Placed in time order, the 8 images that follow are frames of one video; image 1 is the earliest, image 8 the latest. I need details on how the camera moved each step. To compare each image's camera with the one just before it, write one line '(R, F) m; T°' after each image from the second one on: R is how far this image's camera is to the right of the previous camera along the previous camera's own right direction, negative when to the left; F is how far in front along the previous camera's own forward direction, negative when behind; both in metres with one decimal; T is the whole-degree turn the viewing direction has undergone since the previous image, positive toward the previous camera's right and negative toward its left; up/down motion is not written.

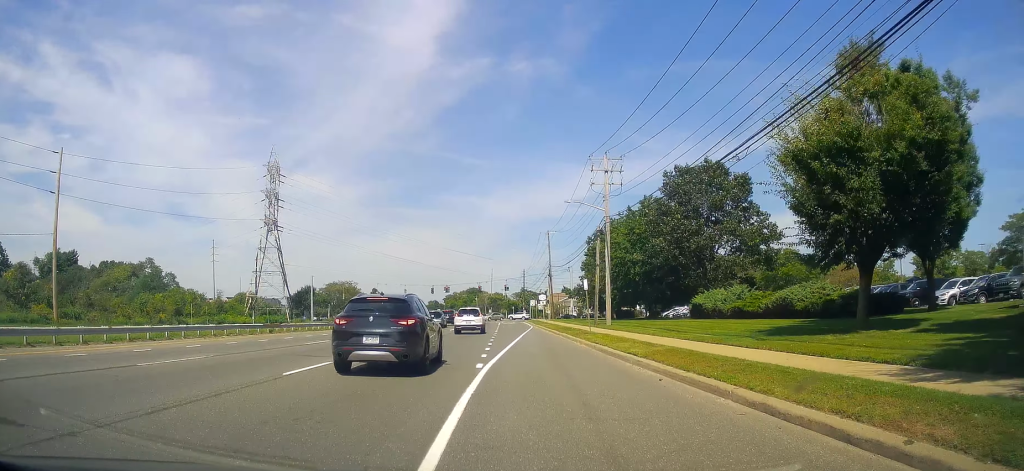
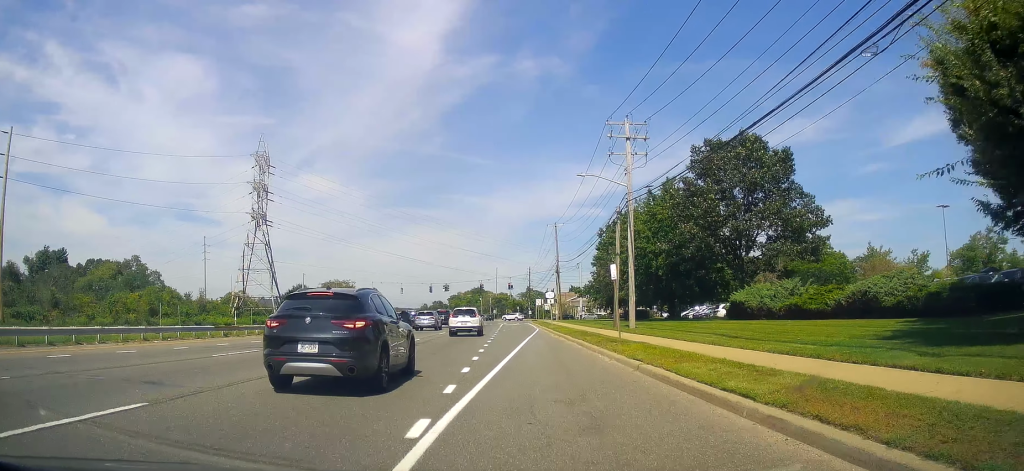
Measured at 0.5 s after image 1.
(+0.1, +7.8) m; 0°
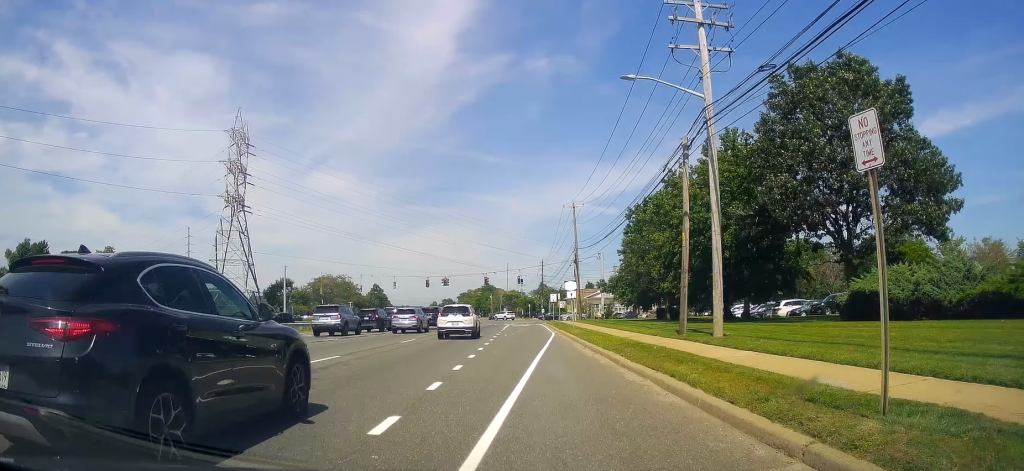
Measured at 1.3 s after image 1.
(-0.3, +14.1) m; -1°
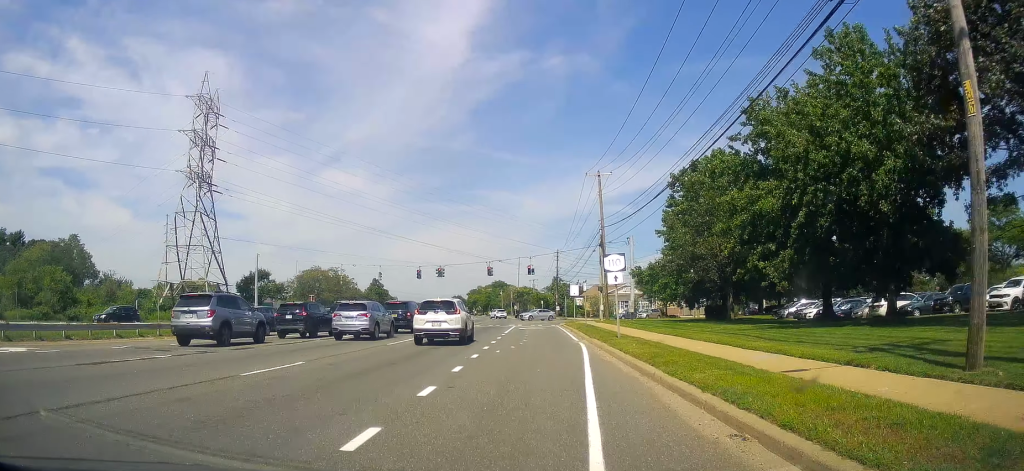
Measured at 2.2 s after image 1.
(0.0, +15.5) m; 0°
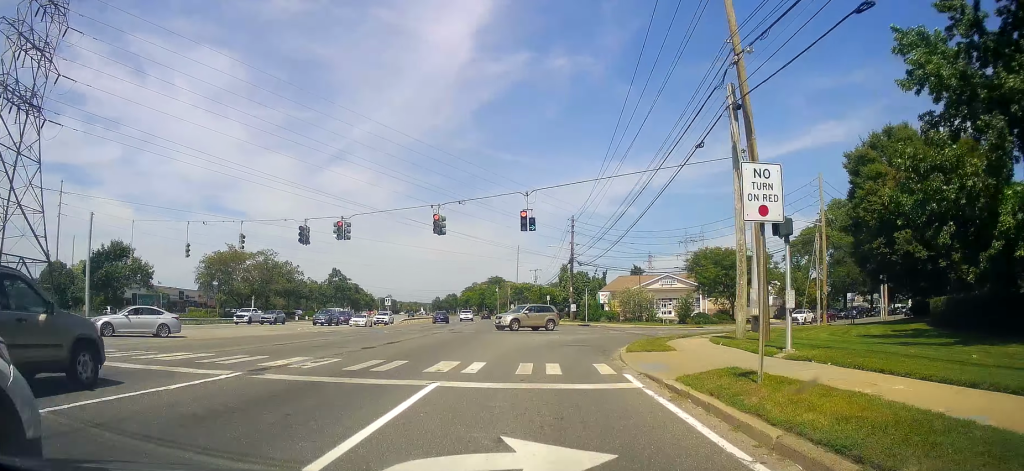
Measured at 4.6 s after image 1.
(-1.0, +38.7) m; -3°
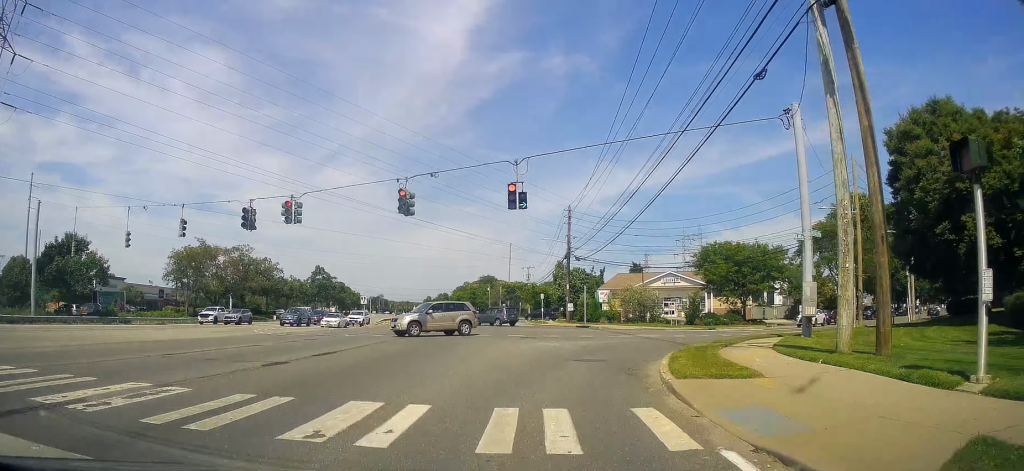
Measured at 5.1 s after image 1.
(0.0, +7.5) m; 0°
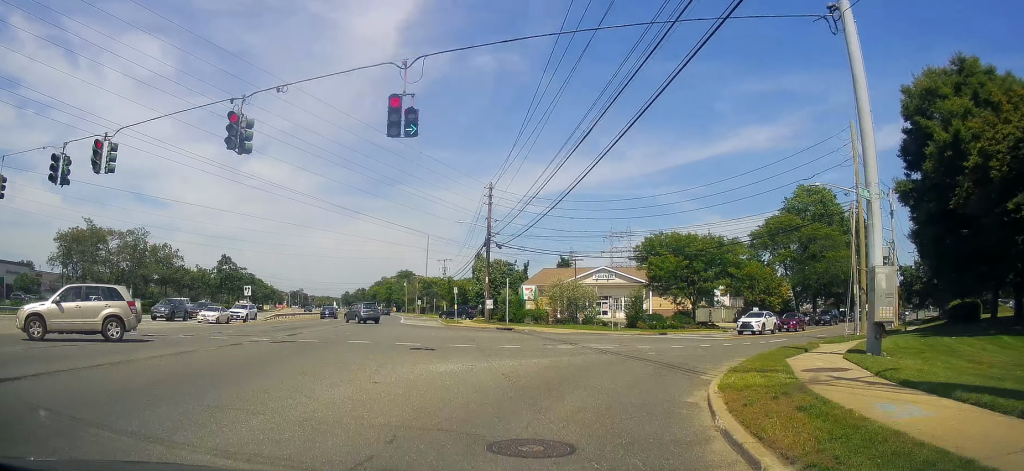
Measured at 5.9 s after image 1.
(0.0, +11.2) m; +3°
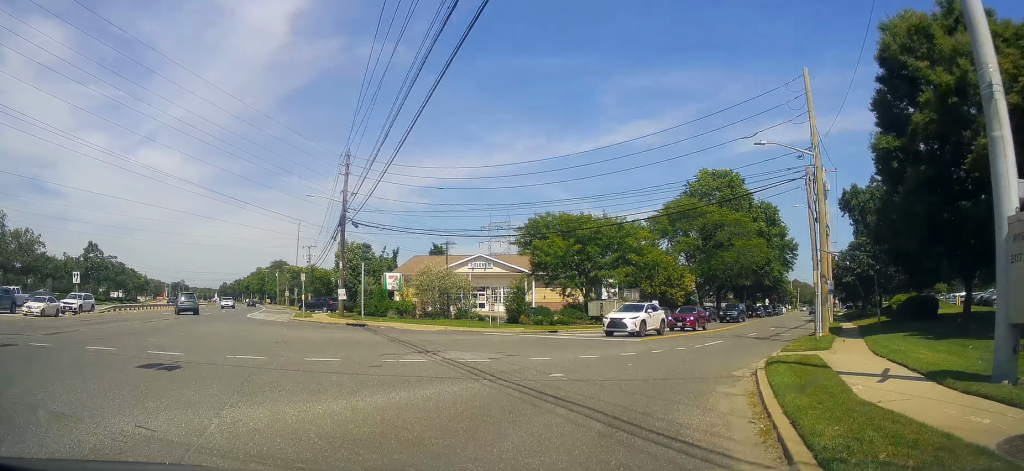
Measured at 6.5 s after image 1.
(+0.2, +9.0) m; +6°
